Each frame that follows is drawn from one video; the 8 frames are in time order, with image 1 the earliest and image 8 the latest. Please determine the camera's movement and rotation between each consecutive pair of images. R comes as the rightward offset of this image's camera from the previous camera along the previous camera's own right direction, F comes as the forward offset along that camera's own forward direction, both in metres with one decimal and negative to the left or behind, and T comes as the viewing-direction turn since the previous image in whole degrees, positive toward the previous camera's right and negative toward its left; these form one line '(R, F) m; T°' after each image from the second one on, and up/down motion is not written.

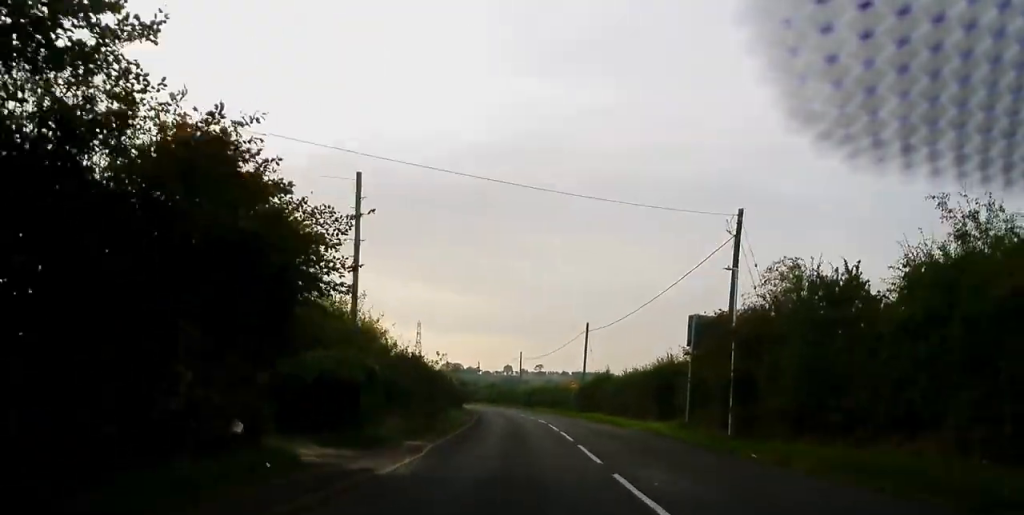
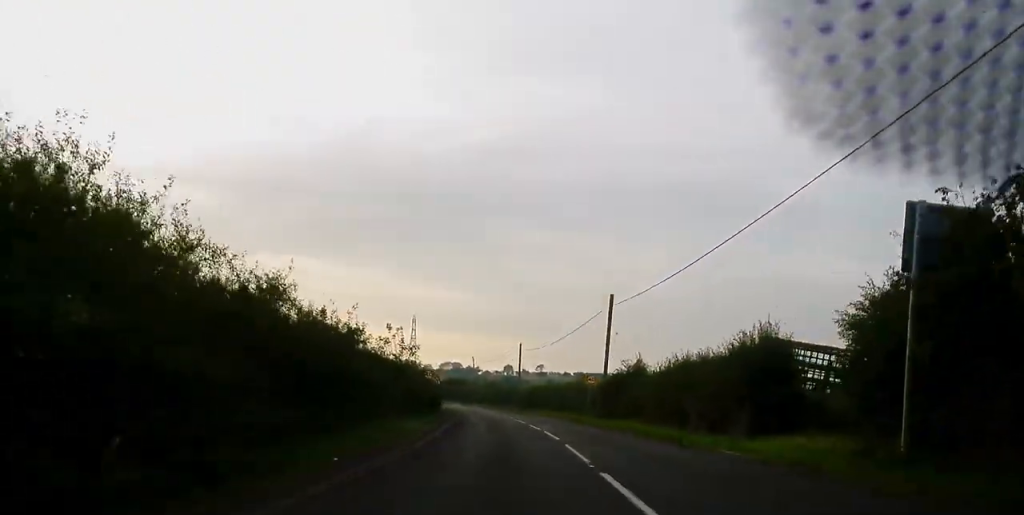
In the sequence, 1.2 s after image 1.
(0.0, +17.9) m; -1°
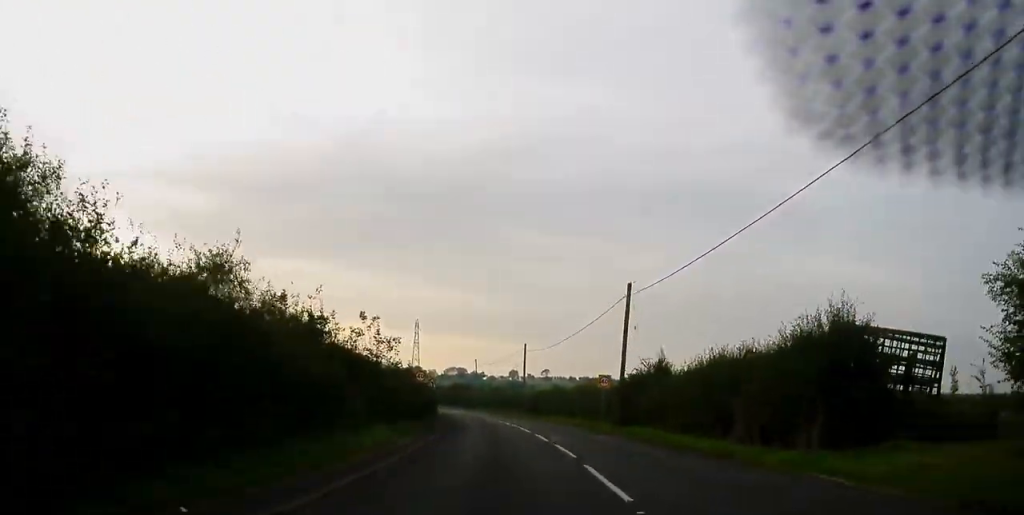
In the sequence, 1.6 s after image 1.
(0.0, +6.1) m; -1°
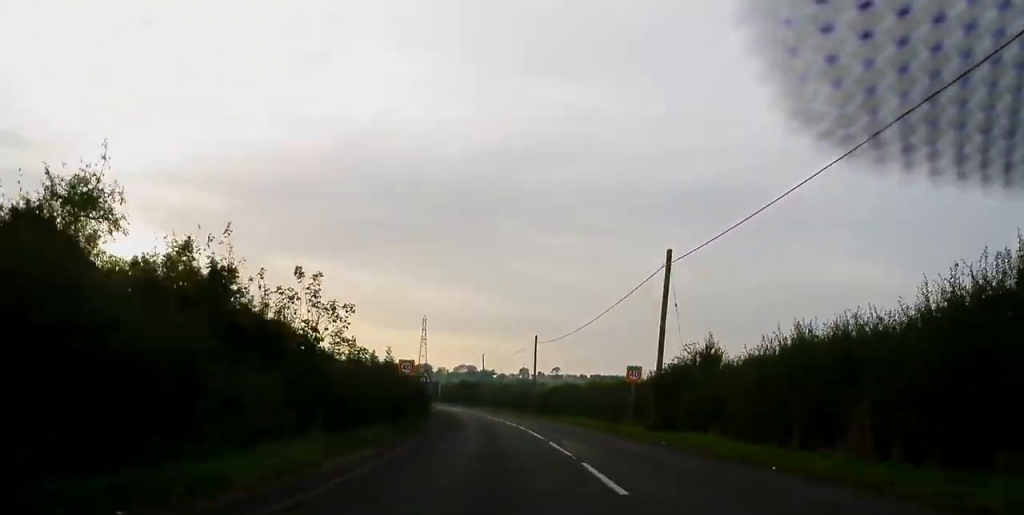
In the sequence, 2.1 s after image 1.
(-0.1, +8.5) m; -1°
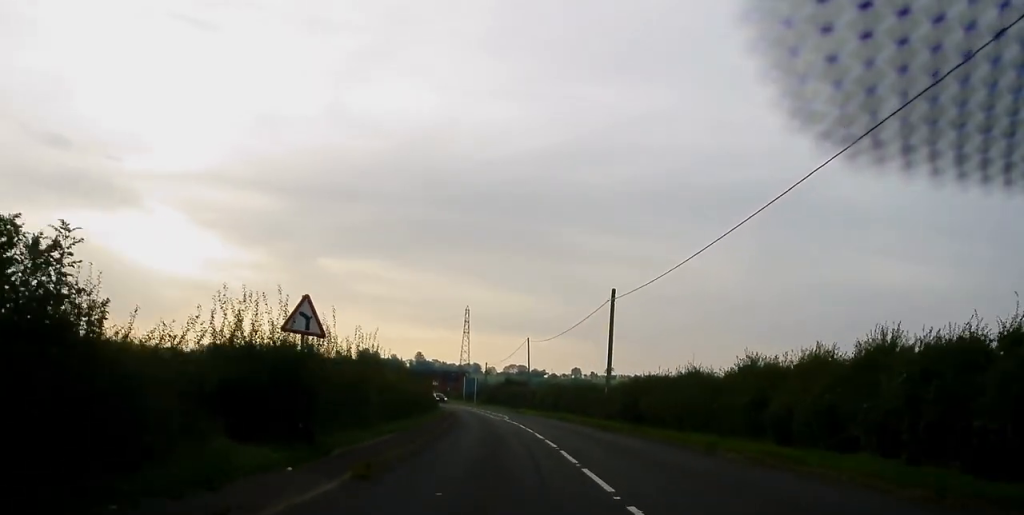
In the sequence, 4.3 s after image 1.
(-0.6, +32.2) m; -3°
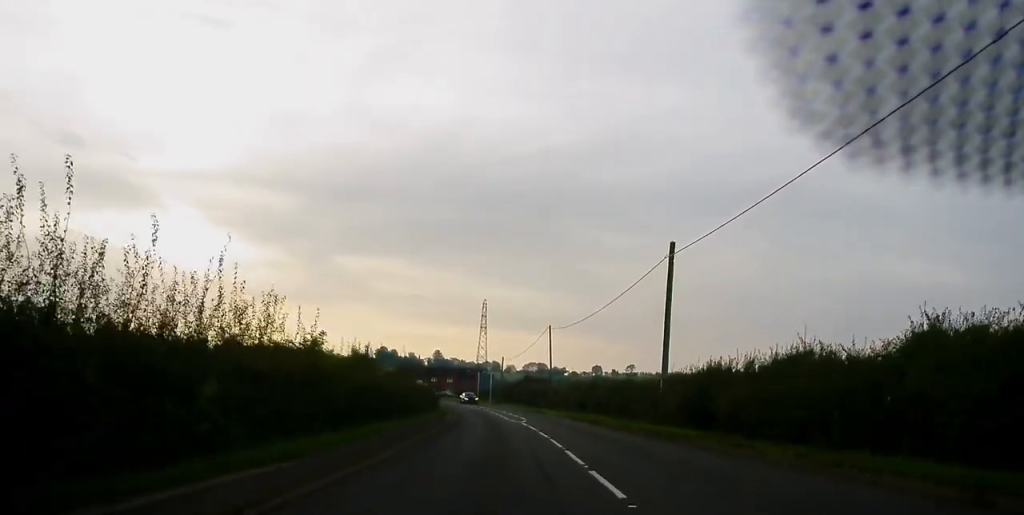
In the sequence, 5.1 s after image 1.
(-0.3, +12.6) m; -2°
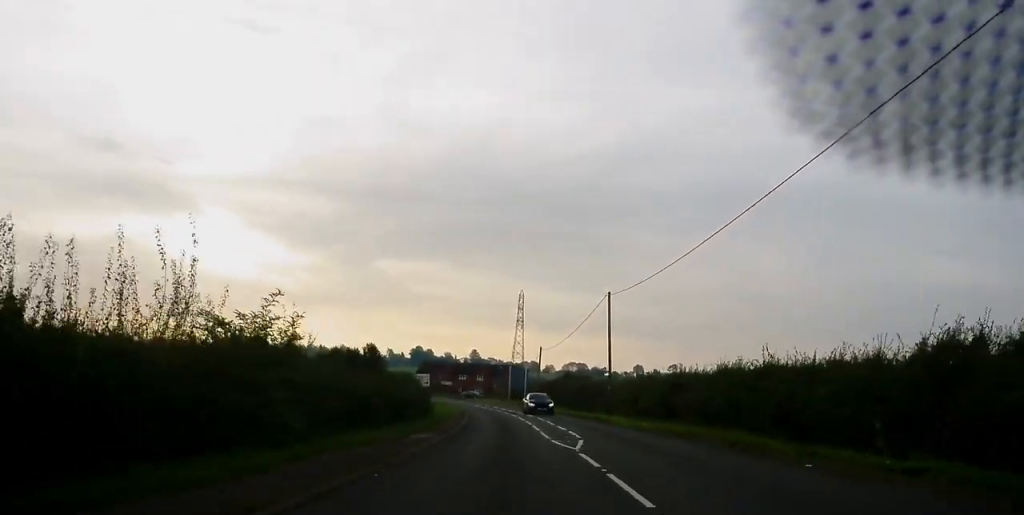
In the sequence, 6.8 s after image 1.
(-0.2, +24.1) m; -3°
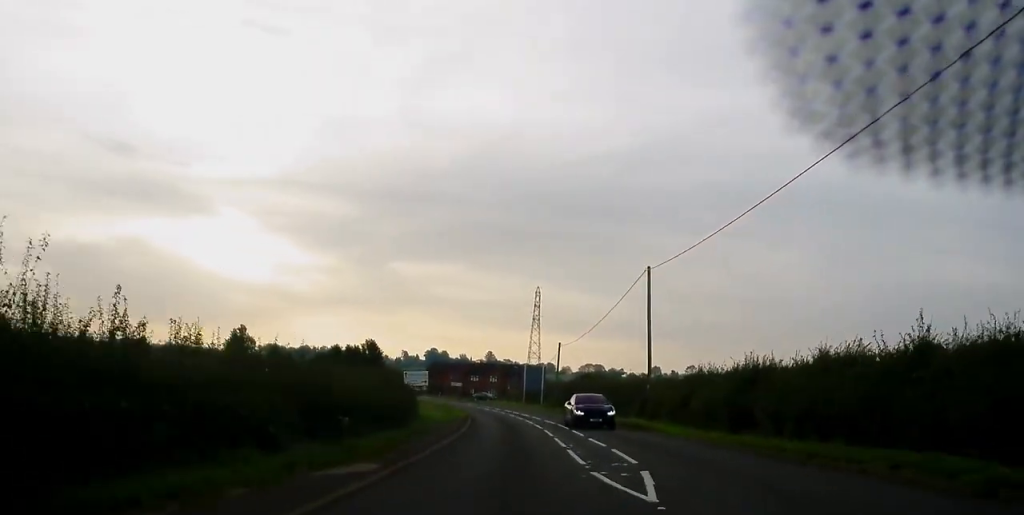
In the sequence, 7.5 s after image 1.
(-0.4, +10.8) m; -2°
